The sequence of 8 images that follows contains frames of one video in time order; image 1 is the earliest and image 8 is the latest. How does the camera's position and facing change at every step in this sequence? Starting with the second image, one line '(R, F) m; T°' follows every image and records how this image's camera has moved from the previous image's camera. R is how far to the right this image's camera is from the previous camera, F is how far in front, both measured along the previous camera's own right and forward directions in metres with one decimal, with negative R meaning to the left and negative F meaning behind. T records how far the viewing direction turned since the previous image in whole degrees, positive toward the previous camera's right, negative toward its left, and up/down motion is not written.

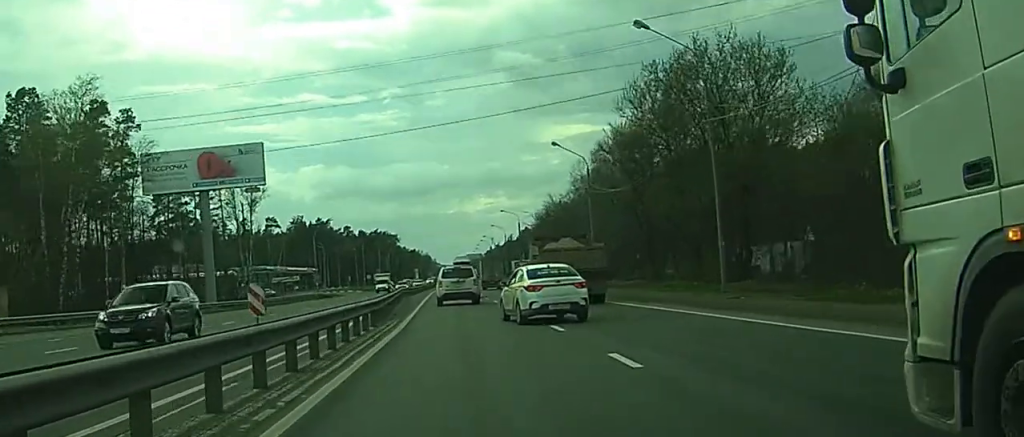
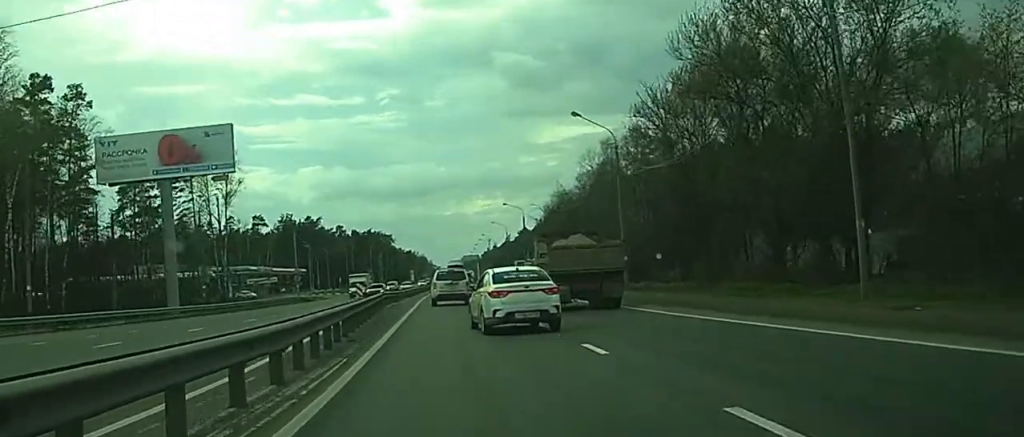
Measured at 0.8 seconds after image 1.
(+0.5, +12.4) m; +3°
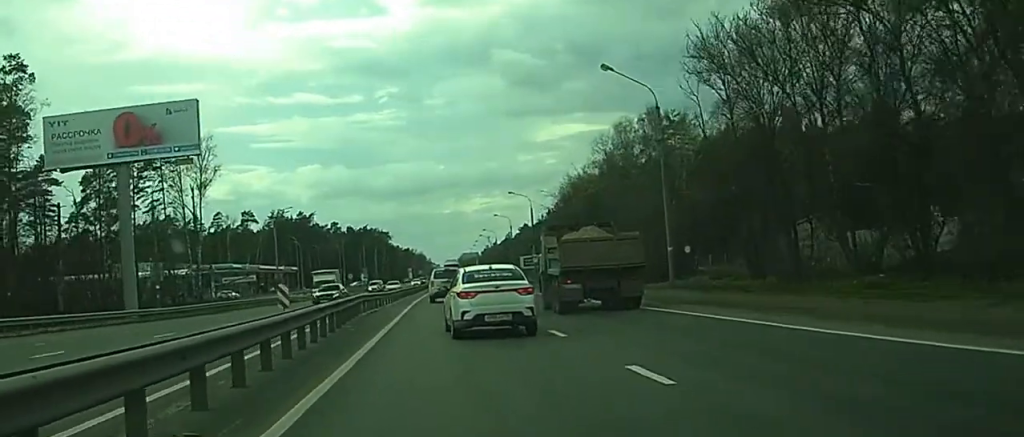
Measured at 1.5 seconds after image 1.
(+0.1, +11.6) m; 0°
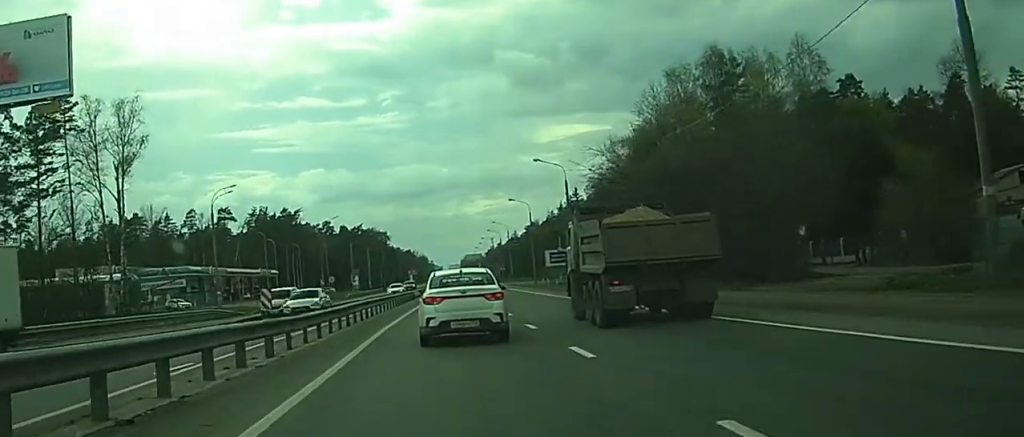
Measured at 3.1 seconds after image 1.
(-0.1, +28.1) m; 0°
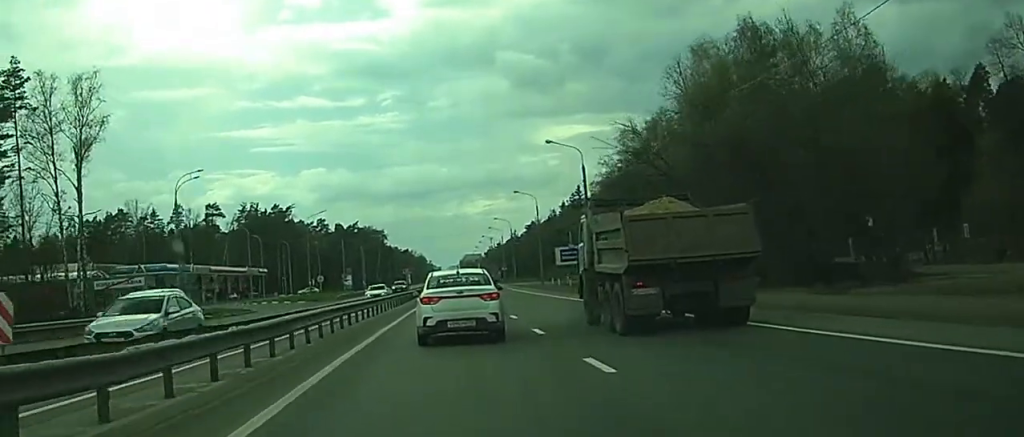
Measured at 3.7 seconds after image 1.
(0.0, +10.0) m; 0°
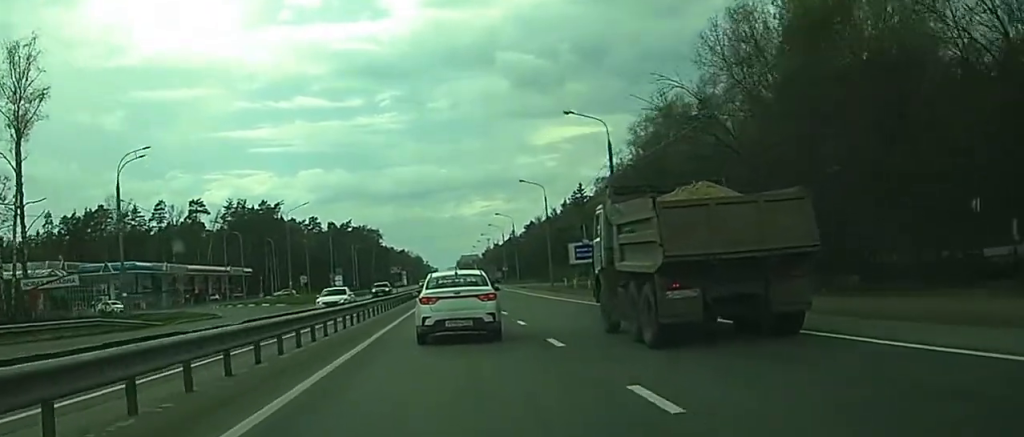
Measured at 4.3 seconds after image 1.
(0.0, +11.4) m; +1°
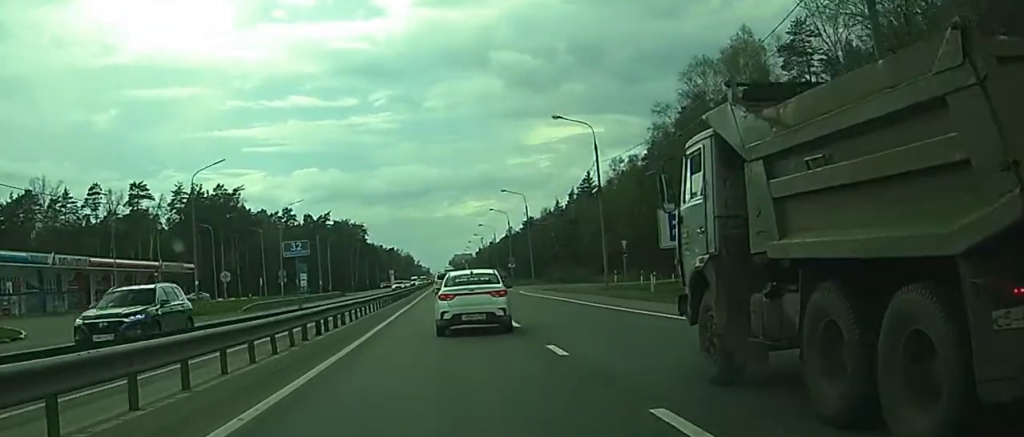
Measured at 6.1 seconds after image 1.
(+0.7, +33.7) m; +2°
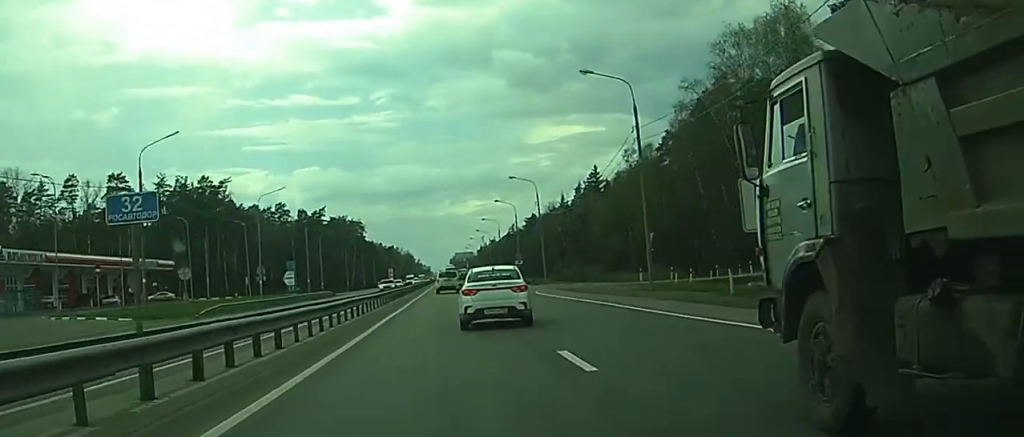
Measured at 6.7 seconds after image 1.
(+0.1, +11.3) m; +1°
